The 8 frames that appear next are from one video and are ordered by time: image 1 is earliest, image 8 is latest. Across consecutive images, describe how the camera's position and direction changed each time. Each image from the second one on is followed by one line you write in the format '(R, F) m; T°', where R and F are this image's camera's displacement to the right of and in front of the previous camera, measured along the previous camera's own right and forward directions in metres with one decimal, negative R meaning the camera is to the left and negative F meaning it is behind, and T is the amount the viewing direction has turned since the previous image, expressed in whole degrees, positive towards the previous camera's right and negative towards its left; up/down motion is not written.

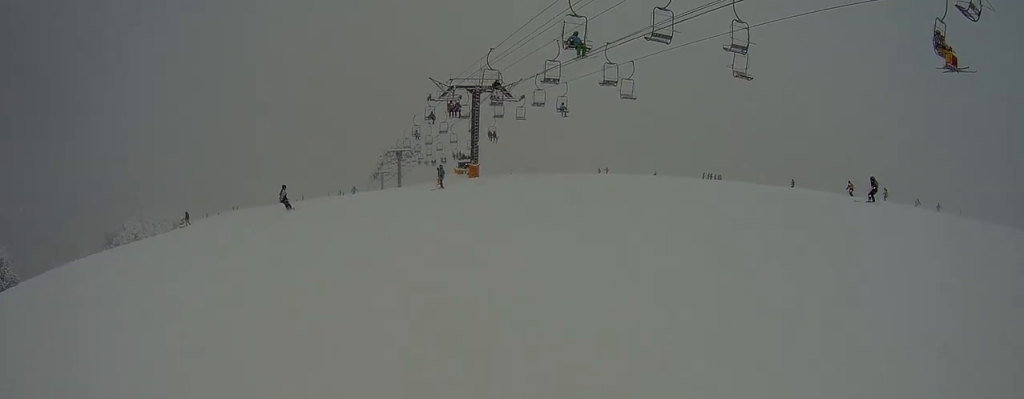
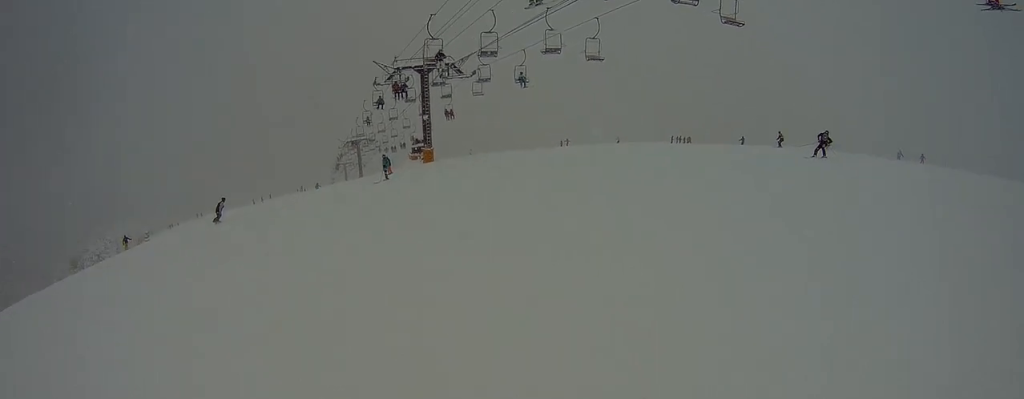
(-0.1, +4.0) m; -1°
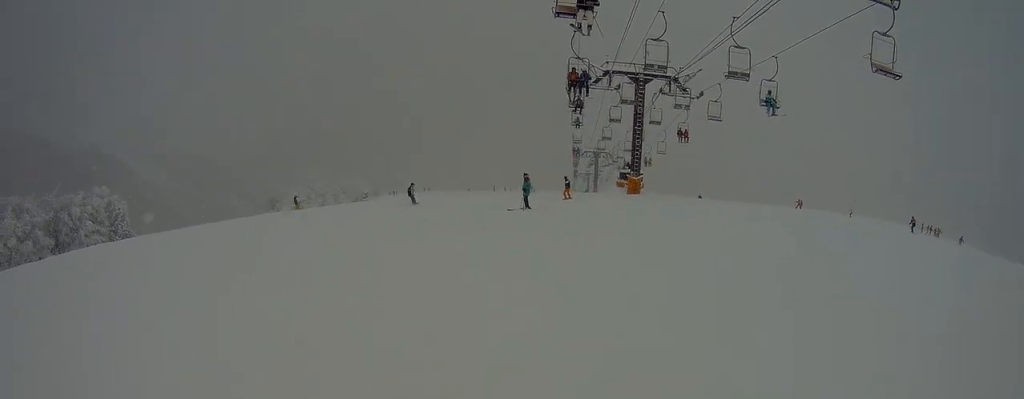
(-0.1, +10.8) m; -5°
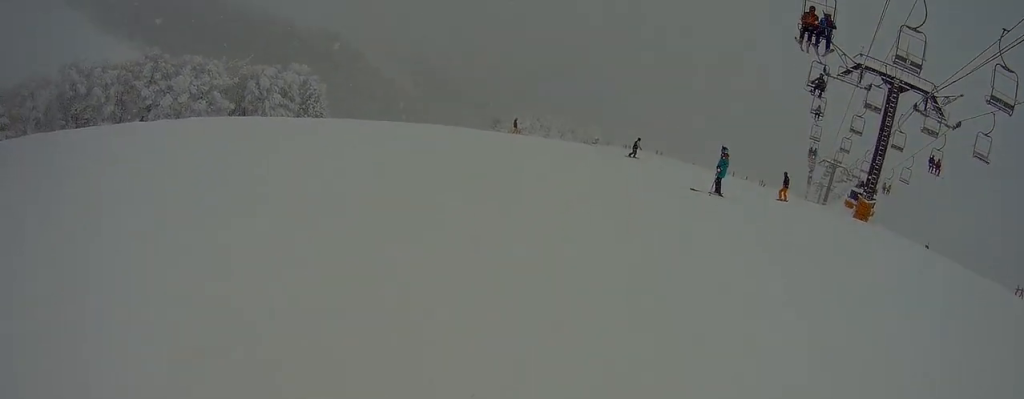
(-0.4, +4.1) m; -37°
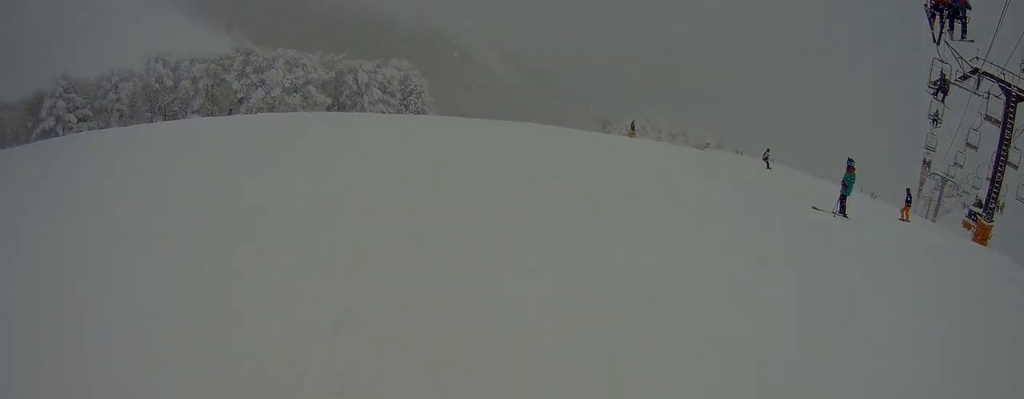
(-0.1, +1.1) m; -28°
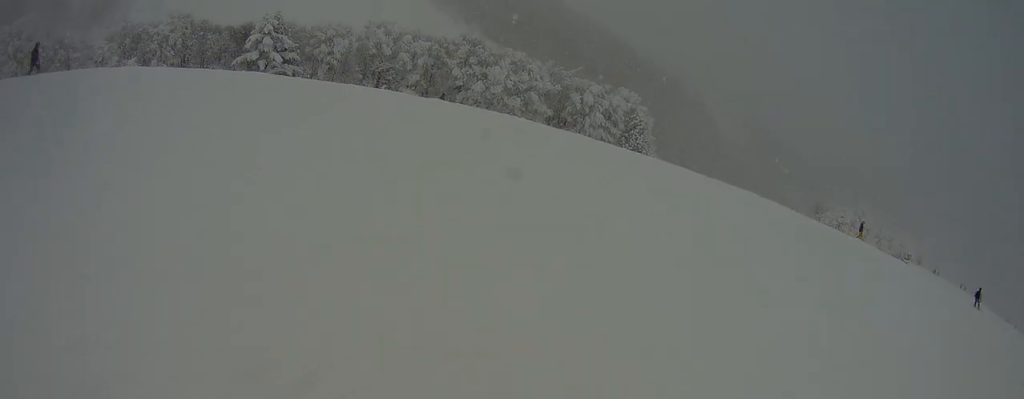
(-0.7, +1.9) m; -16°
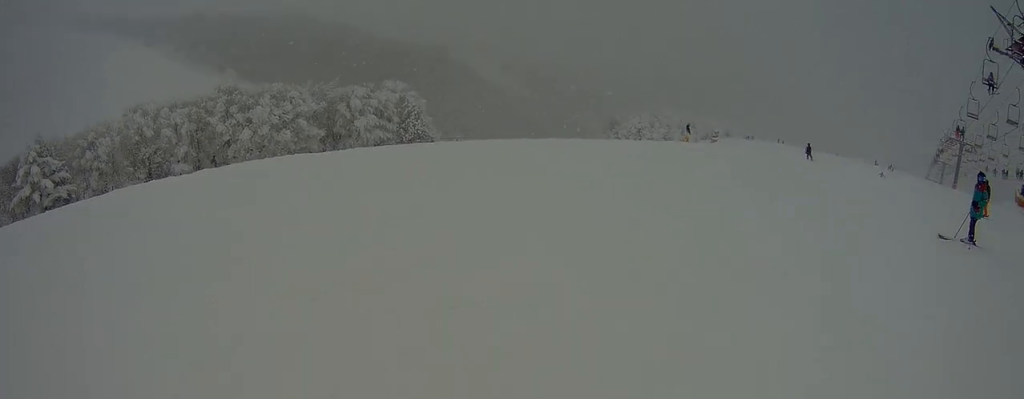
(-0.4, +2.6) m; -1°
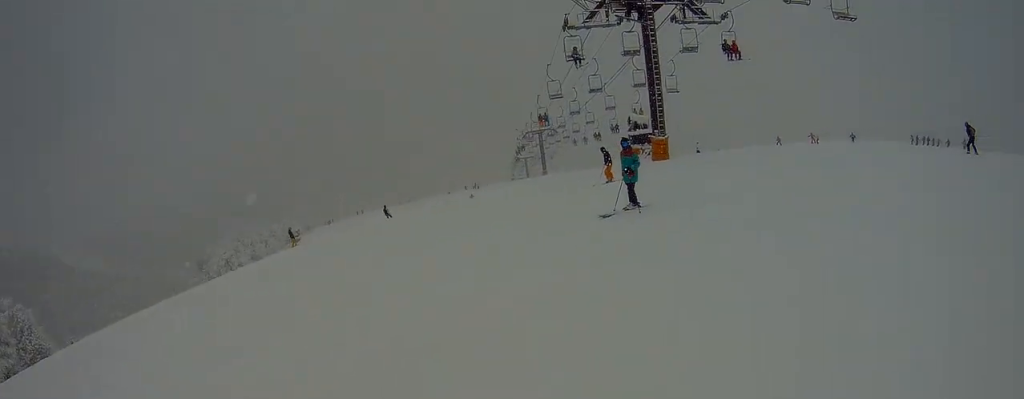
(-0.1, +2.2) m; +16°
